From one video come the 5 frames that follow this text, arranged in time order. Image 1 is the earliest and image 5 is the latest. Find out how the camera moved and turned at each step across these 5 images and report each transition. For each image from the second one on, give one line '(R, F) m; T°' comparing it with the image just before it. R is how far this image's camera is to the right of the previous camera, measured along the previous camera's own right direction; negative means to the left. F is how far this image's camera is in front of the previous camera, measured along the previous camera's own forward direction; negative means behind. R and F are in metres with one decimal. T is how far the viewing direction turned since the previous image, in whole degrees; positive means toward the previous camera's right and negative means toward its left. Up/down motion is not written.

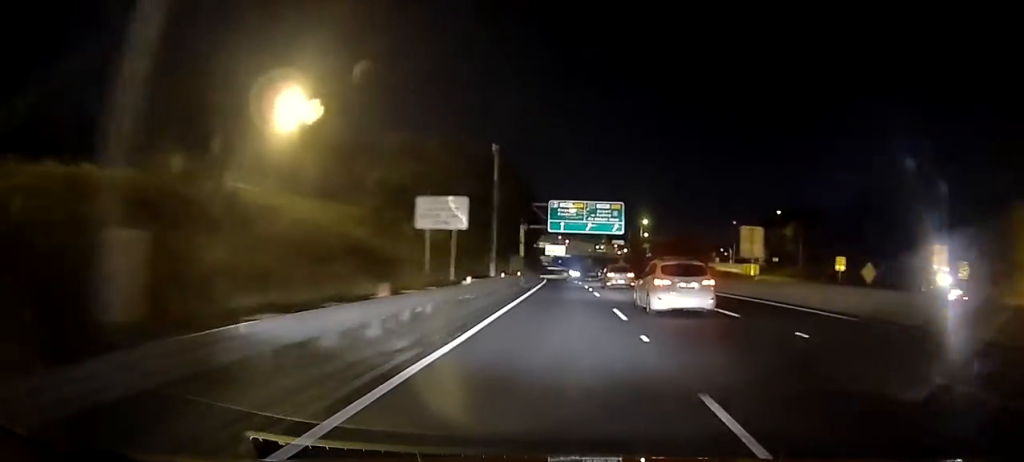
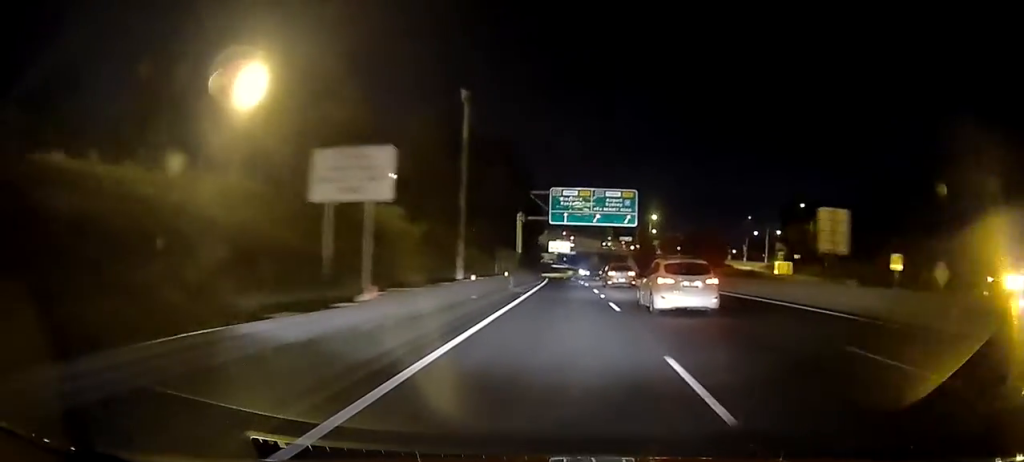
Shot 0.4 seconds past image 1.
(-0.1, +9.5) m; -1°
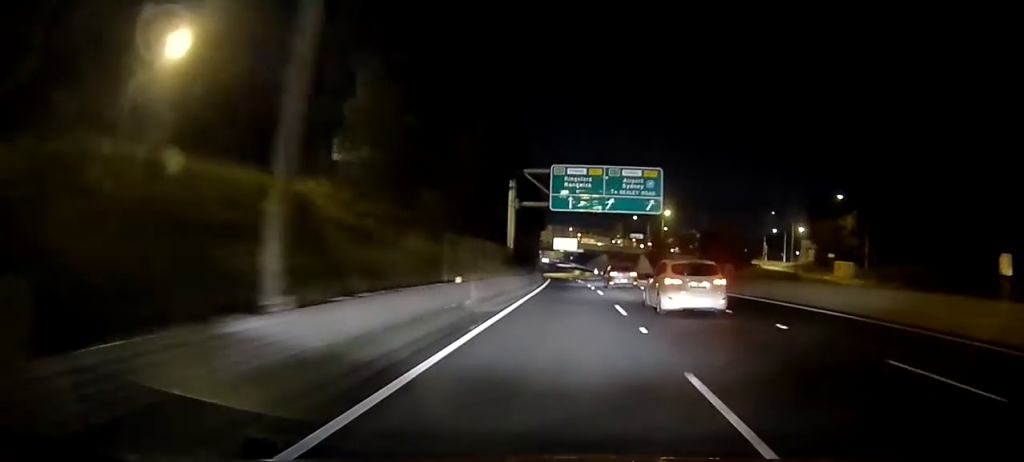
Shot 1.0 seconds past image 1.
(0.0, +13.2) m; 0°
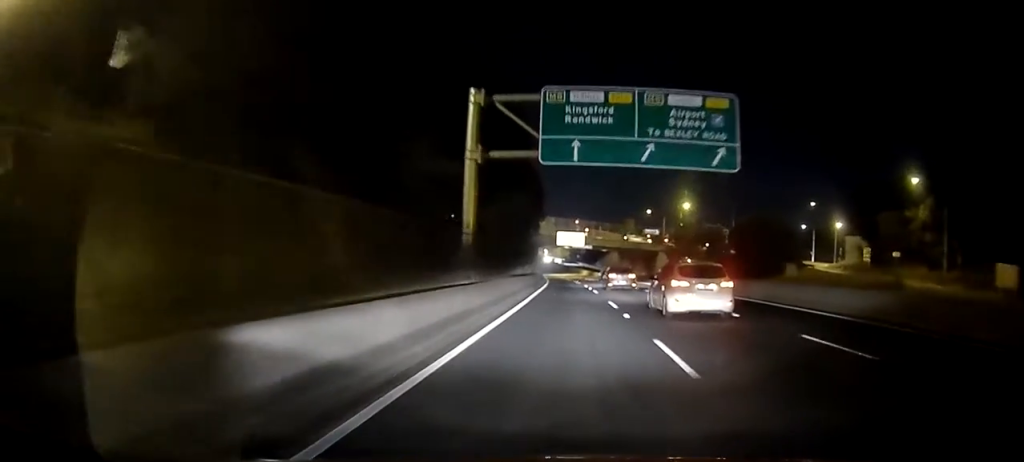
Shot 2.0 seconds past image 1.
(0.0, +20.6) m; -1°
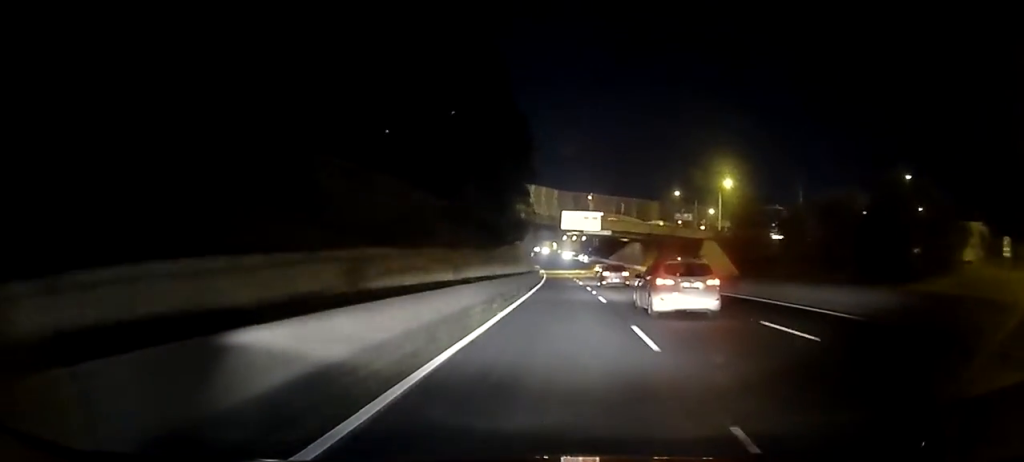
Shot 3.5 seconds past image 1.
(-0.6, +33.8) m; -2°
